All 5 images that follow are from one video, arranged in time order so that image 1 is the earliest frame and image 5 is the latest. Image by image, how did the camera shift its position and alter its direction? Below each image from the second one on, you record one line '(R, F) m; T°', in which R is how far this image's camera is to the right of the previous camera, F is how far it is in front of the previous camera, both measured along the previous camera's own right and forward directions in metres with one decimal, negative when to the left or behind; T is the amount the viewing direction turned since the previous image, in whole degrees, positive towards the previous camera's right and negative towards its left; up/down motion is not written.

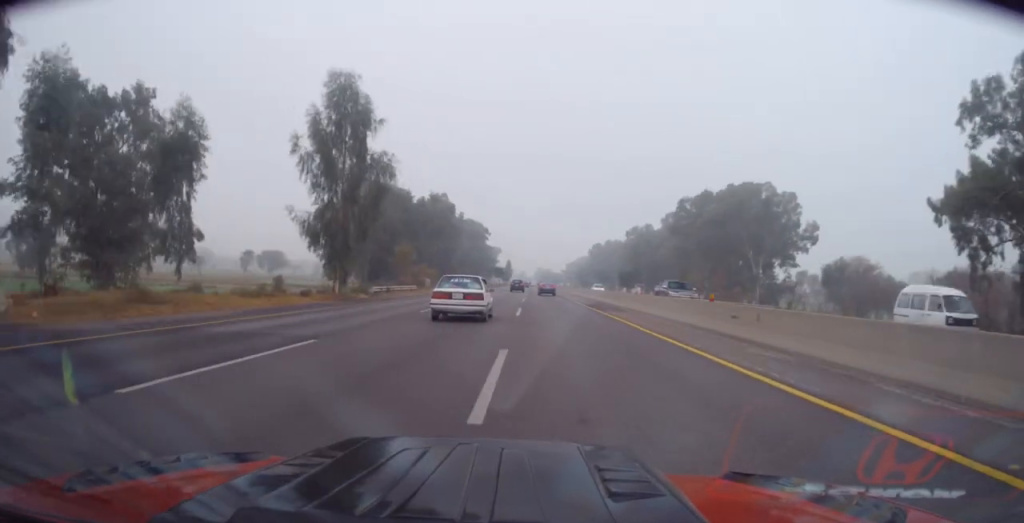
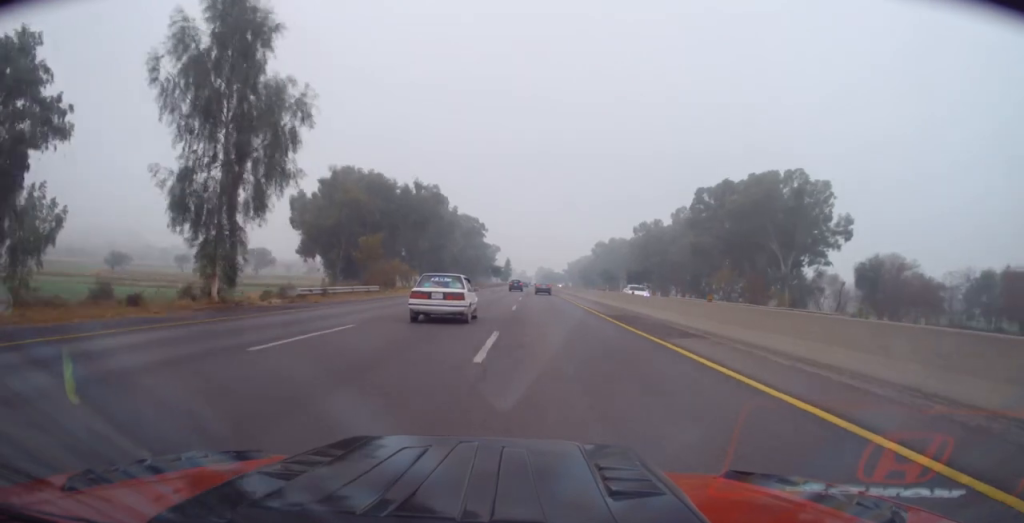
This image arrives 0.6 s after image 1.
(-0.1, +13.9) m; 0°
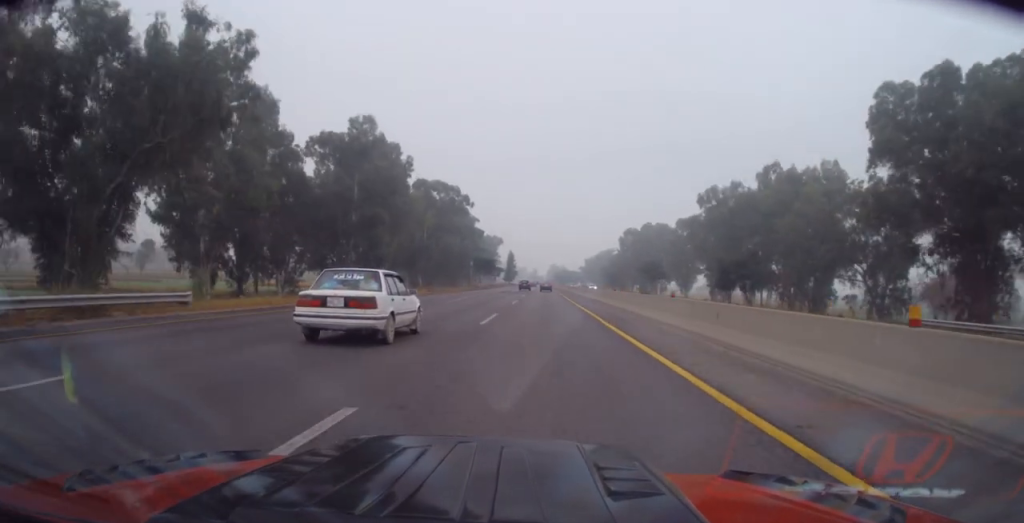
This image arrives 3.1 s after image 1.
(+0.4, +63.3) m; 0°
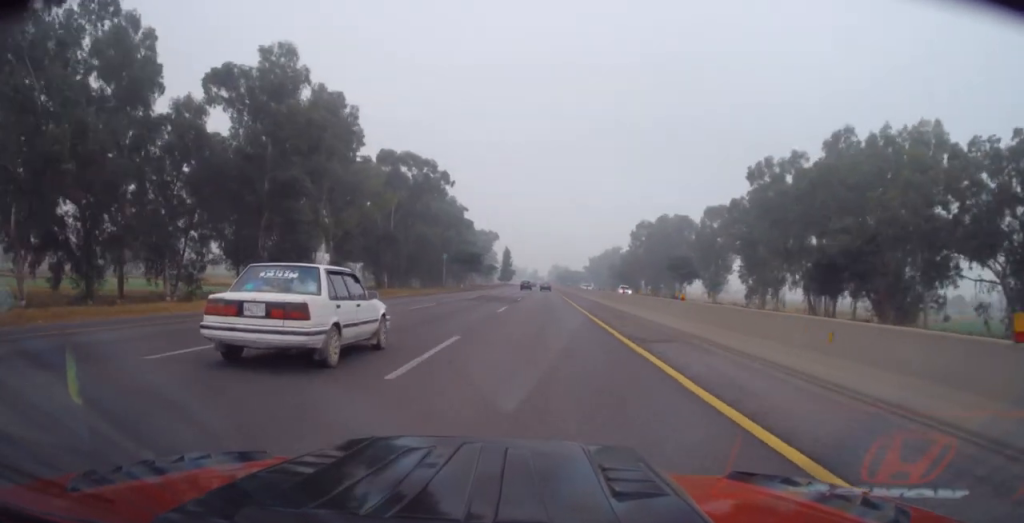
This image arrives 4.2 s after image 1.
(-0.4, +28.0) m; -1°
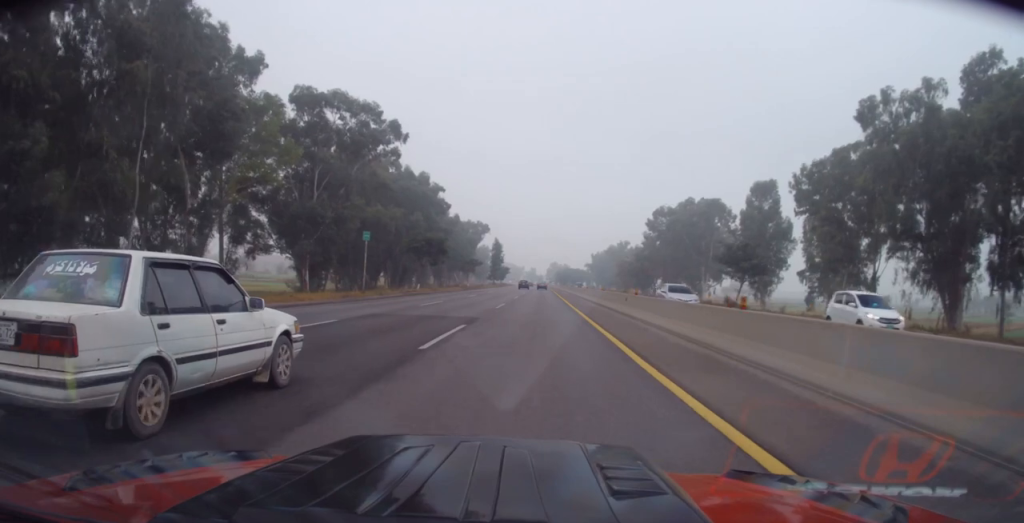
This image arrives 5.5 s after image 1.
(+0.5, +33.2) m; +1°
